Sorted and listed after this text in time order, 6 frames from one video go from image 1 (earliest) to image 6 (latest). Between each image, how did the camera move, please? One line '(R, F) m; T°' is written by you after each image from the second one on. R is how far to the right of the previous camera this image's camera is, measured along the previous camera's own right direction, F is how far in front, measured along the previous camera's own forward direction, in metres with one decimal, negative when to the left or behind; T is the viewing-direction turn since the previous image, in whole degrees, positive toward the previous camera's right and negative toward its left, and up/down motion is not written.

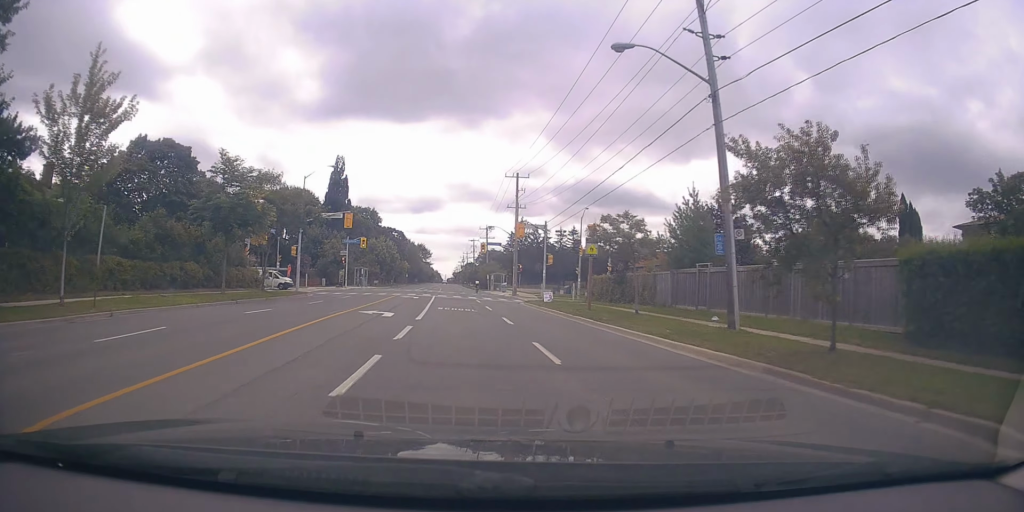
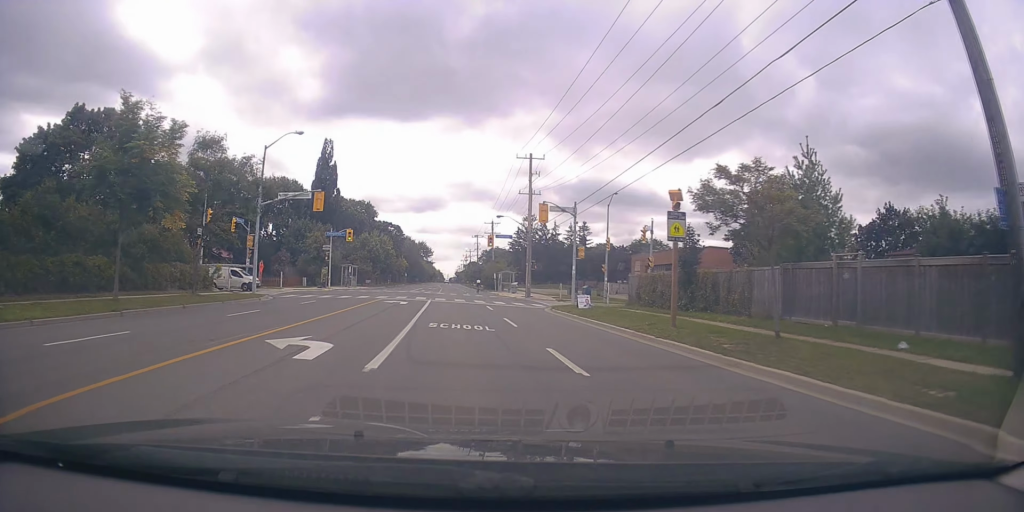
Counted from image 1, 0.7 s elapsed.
(+0.2, +10.4) m; +2°
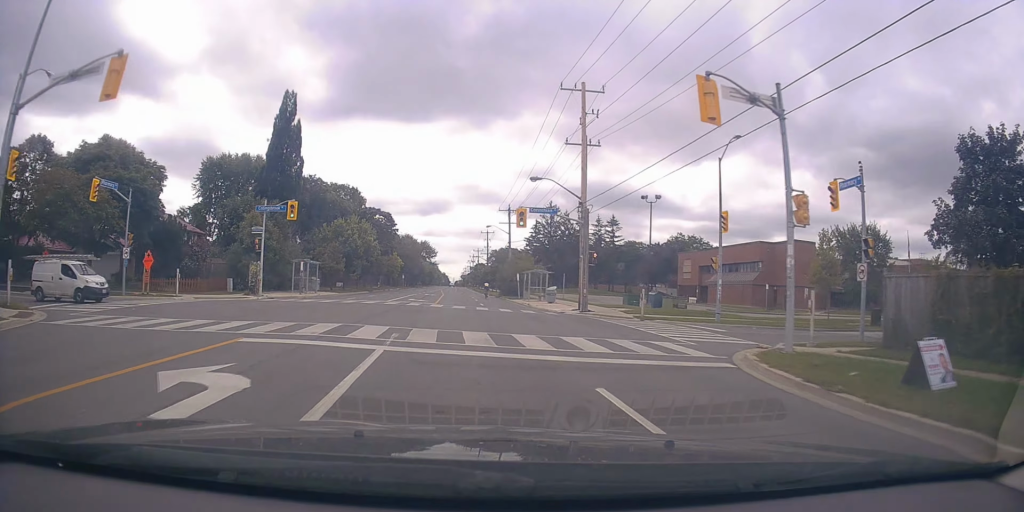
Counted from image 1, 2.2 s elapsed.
(-0.2, +22.3) m; -2°
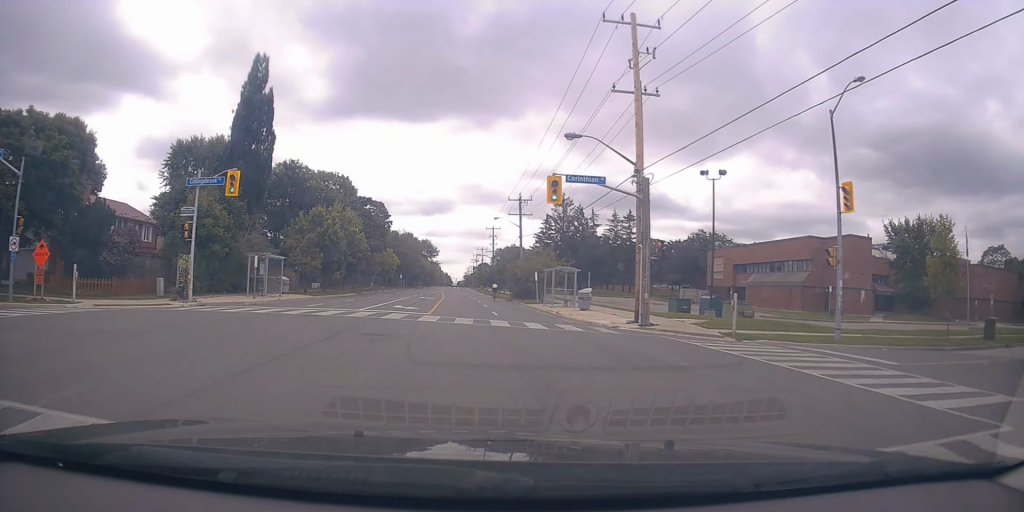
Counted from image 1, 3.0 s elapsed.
(-0.2, +10.7) m; -1°
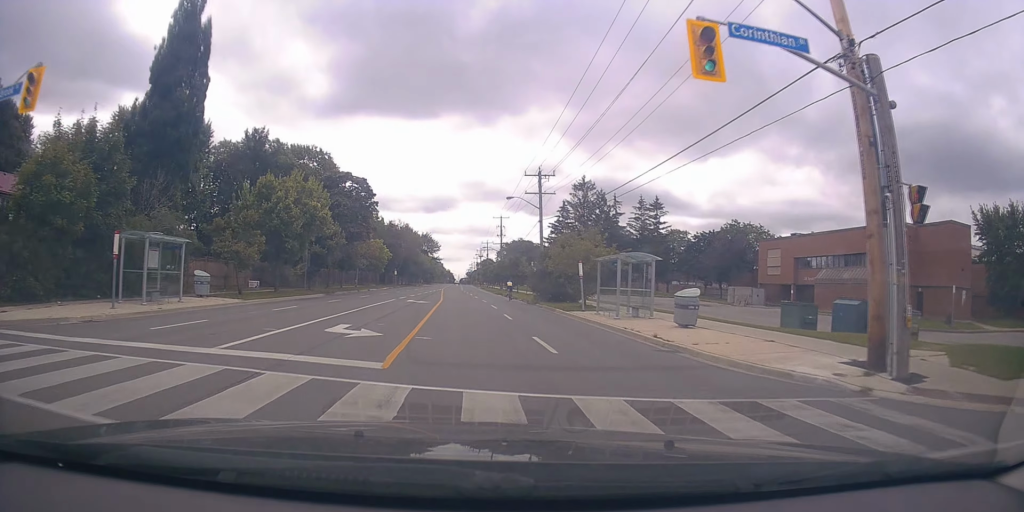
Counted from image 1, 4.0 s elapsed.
(+0.2, +15.0) m; -1°
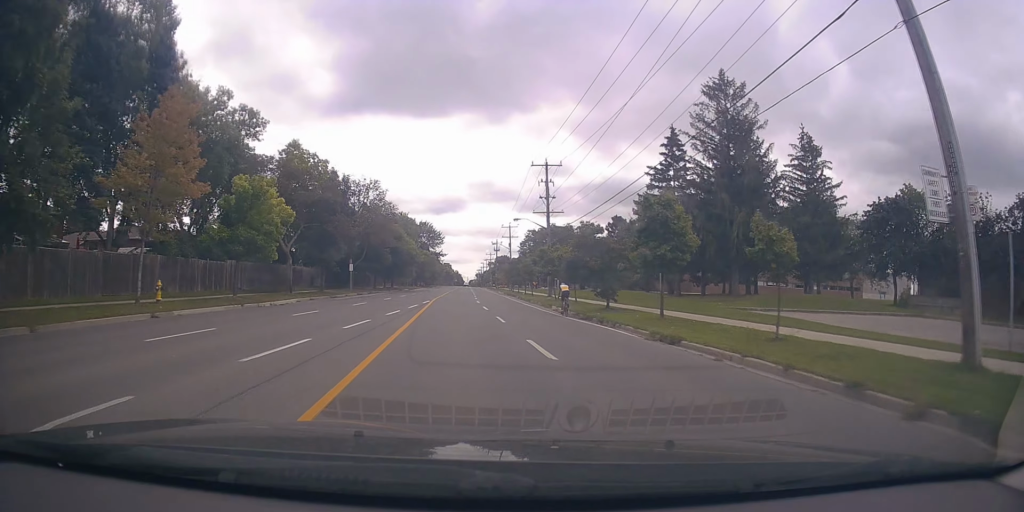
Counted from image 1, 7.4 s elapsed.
(0.0, +47.2) m; +2°
